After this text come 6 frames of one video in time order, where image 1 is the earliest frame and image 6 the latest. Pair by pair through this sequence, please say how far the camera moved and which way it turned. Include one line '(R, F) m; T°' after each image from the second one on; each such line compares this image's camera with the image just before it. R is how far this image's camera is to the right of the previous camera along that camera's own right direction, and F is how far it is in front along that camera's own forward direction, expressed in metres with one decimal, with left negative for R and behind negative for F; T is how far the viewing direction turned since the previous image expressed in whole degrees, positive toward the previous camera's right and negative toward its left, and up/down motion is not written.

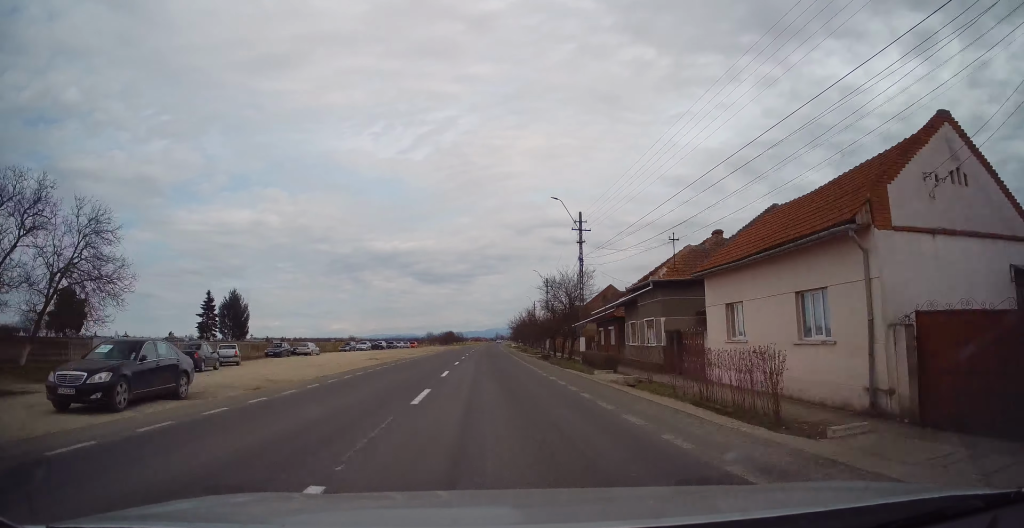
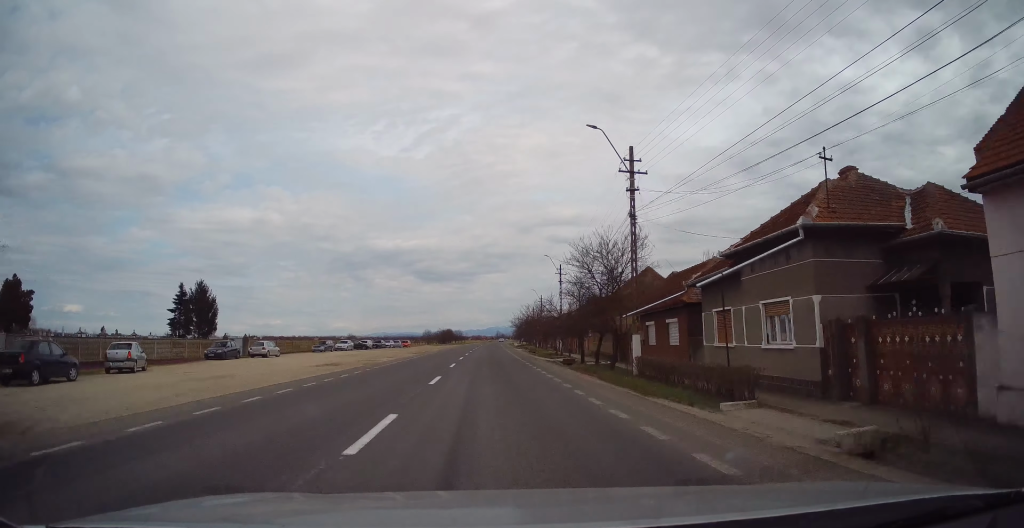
(-0.3, +12.5) m; 0°
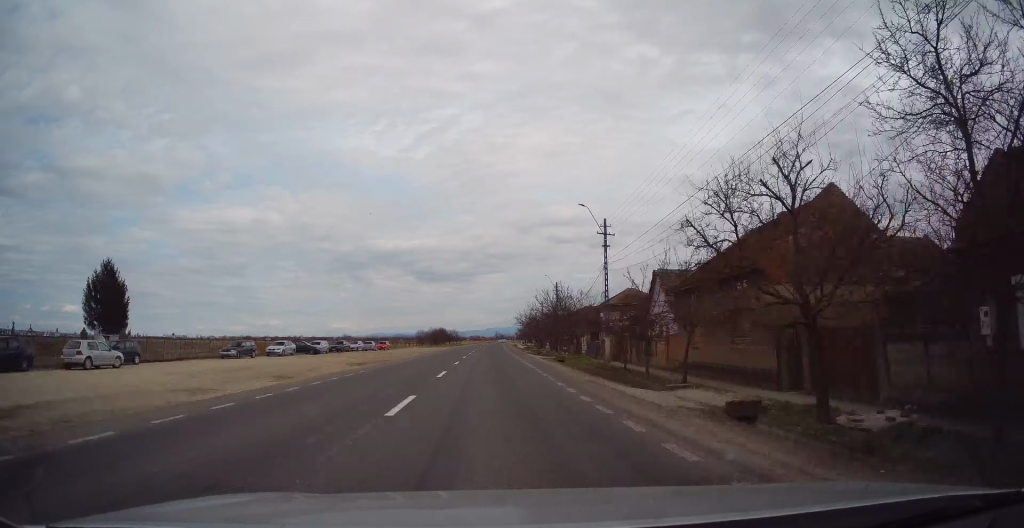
(+0.5, +23.7) m; +1°
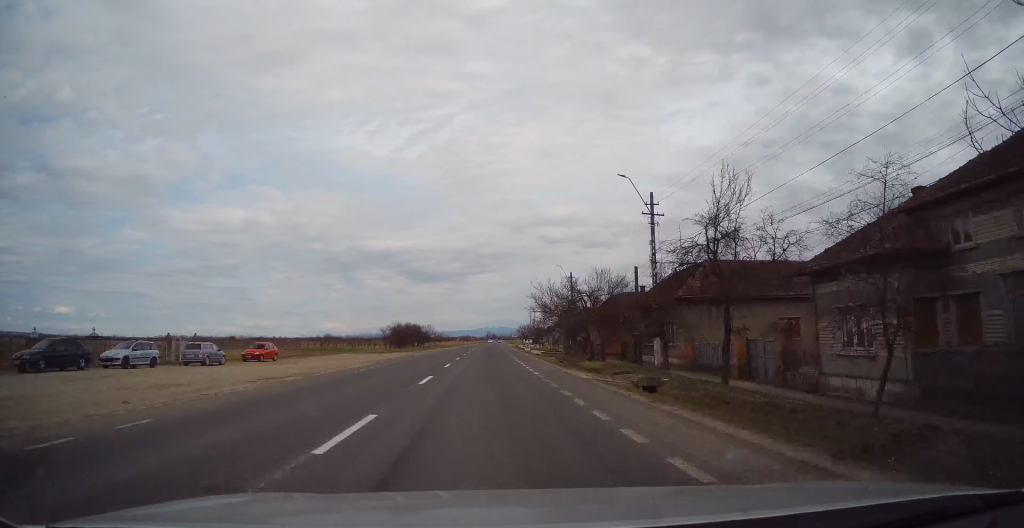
(-0.8, +47.5) m; -1°
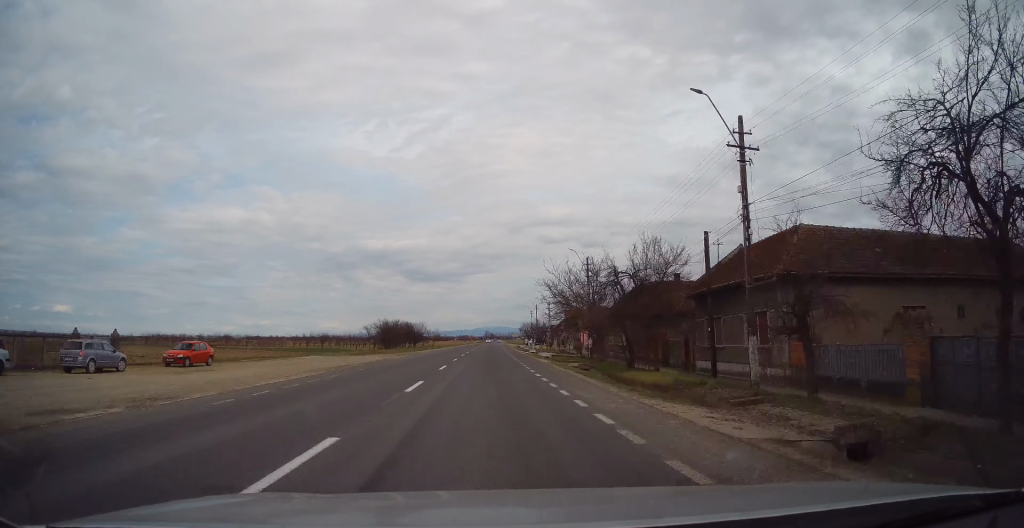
(+0.2, +11.2) m; +1°
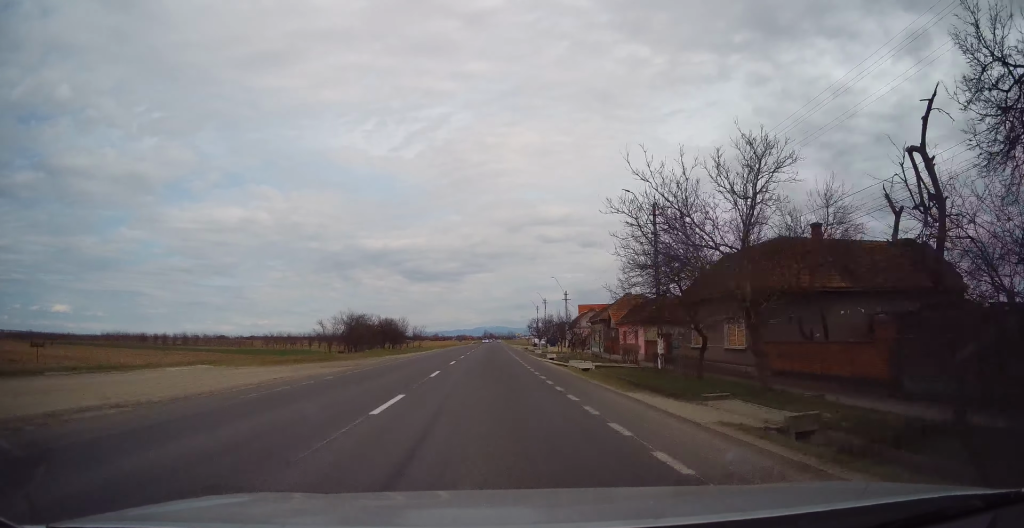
(-0.1, +21.8) m; 0°
